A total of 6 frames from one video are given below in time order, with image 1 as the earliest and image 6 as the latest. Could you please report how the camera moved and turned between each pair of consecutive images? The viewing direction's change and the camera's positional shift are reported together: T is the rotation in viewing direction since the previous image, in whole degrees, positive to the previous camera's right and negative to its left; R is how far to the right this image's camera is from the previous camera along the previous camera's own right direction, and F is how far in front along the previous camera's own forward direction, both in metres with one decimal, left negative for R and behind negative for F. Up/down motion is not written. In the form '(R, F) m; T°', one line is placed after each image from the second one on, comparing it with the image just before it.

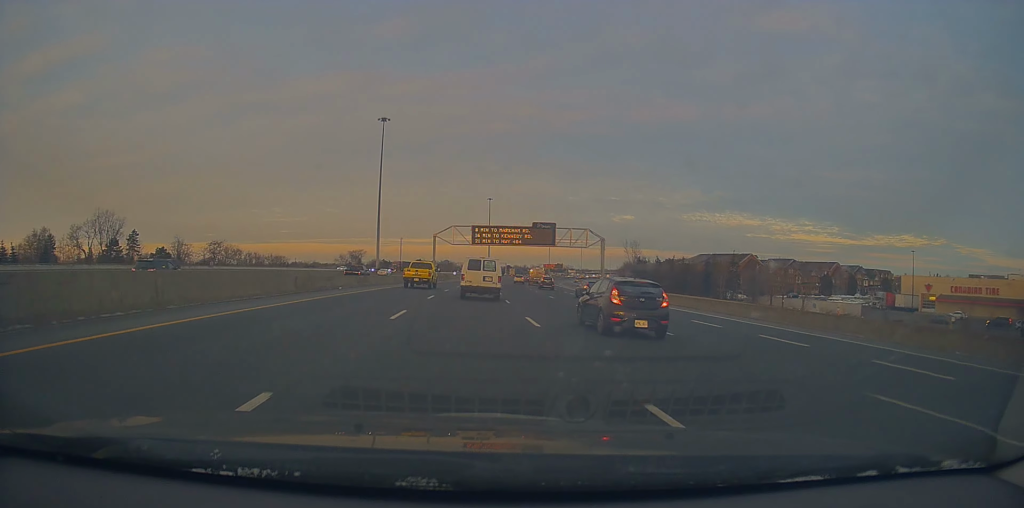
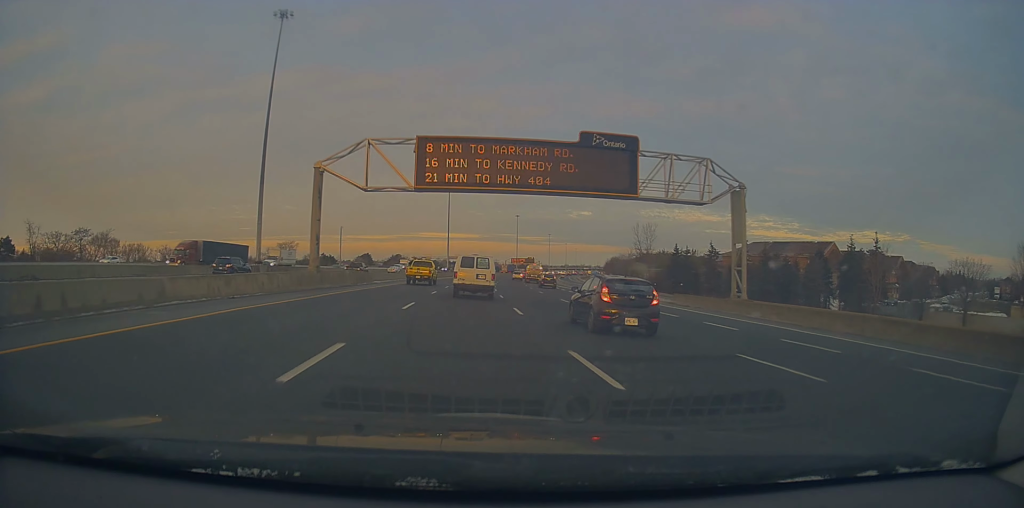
(+2.2, +56.2) m; +4°
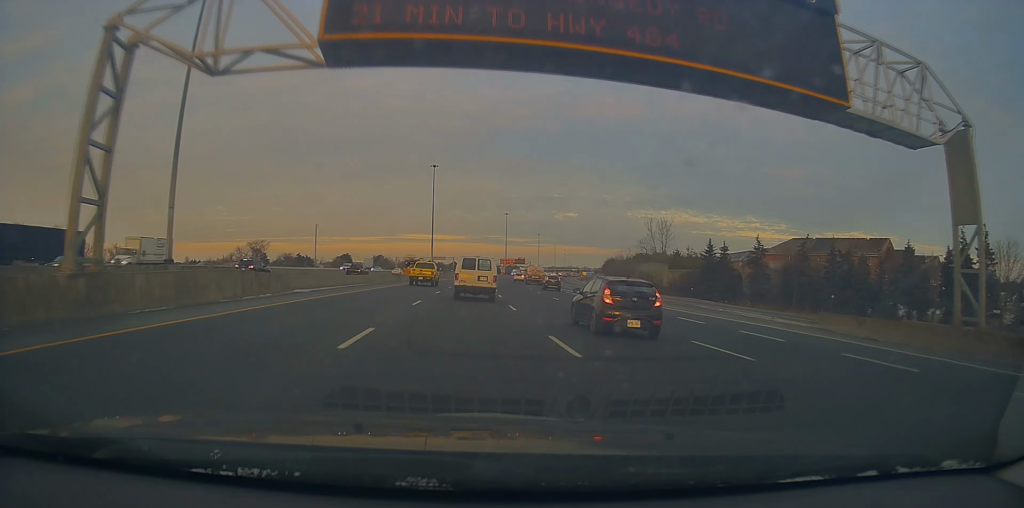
(+0.3, +21.2) m; +2°
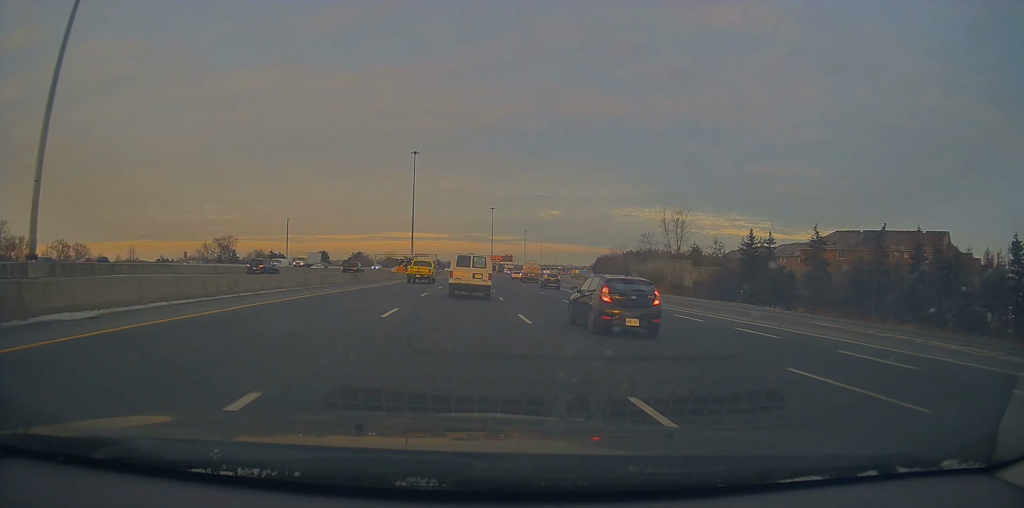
(+0.3, +18.4) m; +2°
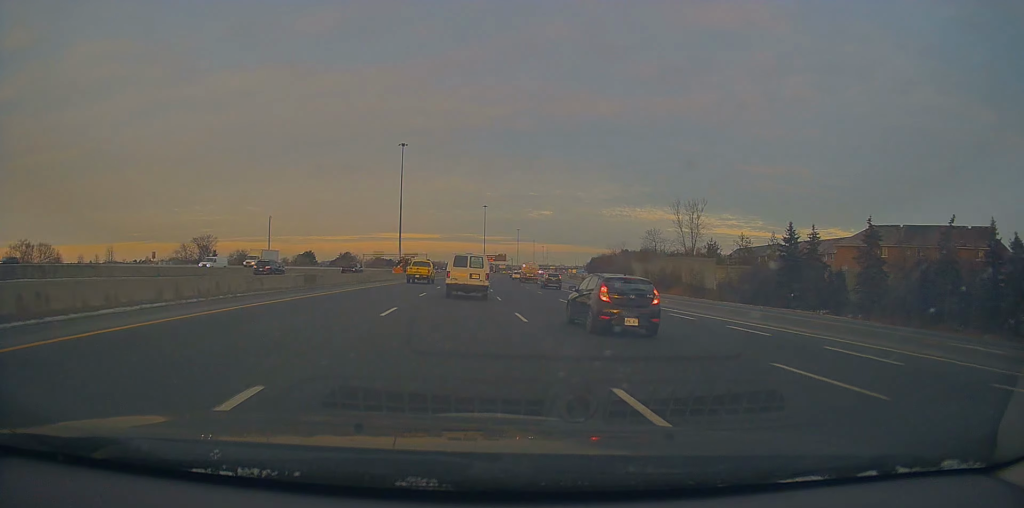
(+0.2, +11.7) m; 0°
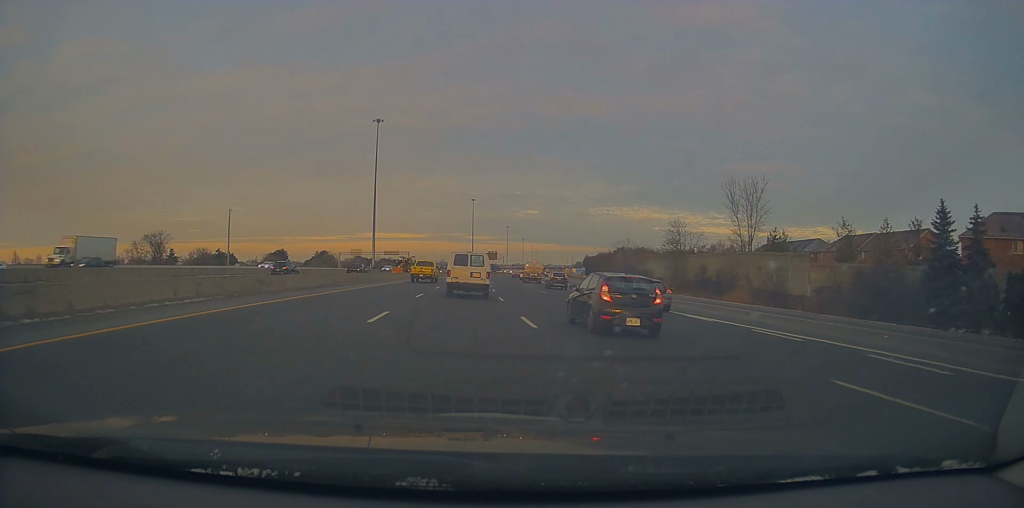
(+0.3, +26.3) m; +2°
